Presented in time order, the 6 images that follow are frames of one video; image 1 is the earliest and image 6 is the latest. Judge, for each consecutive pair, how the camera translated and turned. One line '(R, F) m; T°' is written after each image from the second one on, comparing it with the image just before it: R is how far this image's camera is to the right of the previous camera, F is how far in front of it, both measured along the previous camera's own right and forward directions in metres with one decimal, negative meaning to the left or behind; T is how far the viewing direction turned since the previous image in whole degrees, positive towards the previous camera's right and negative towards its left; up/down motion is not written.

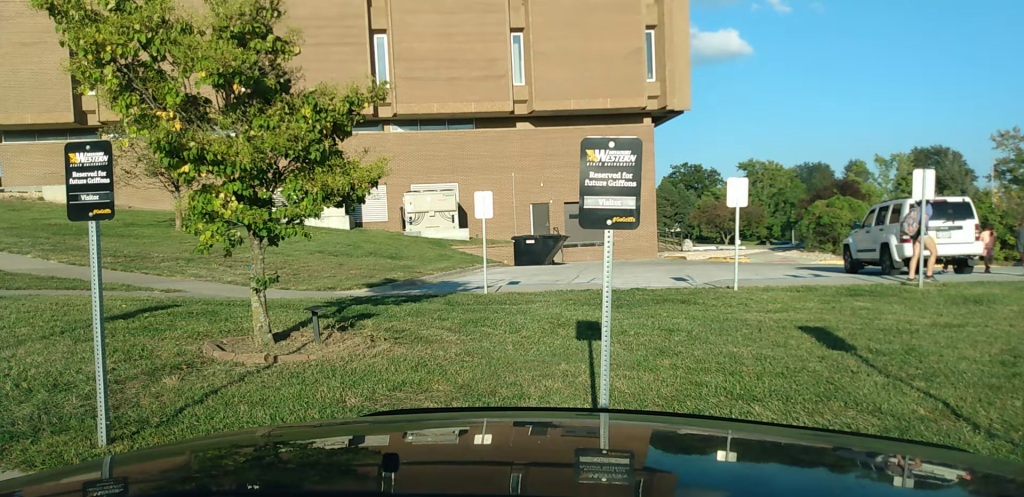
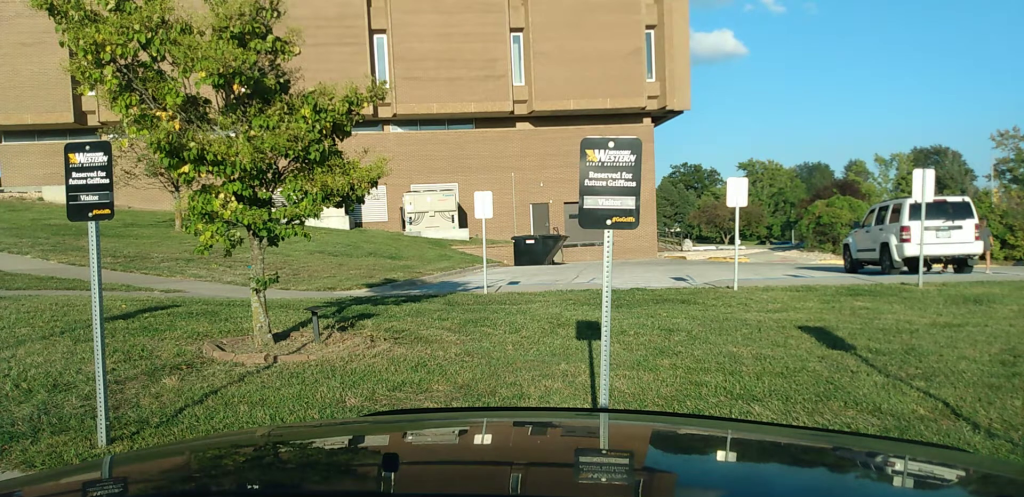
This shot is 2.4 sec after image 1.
(0.0, 0.0) m; 0°
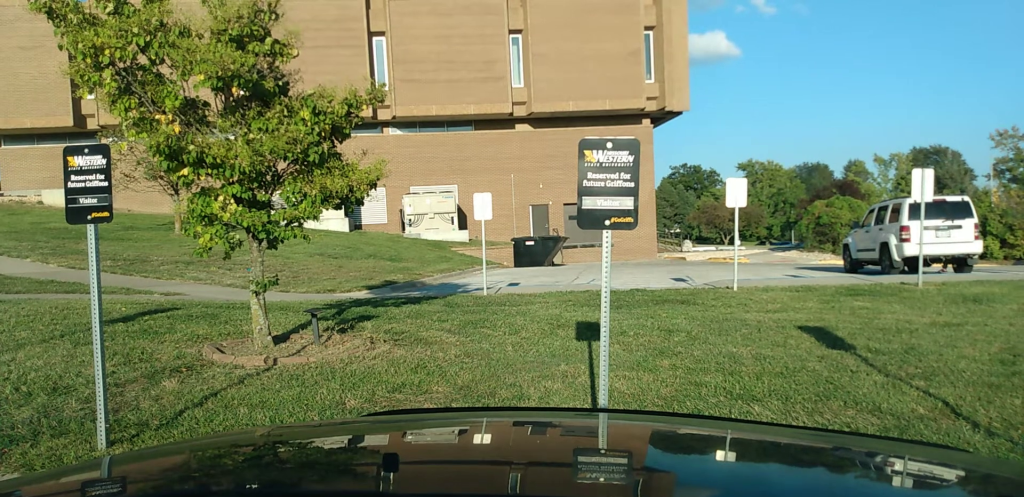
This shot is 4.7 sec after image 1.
(0.0, 0.0) m; 0°
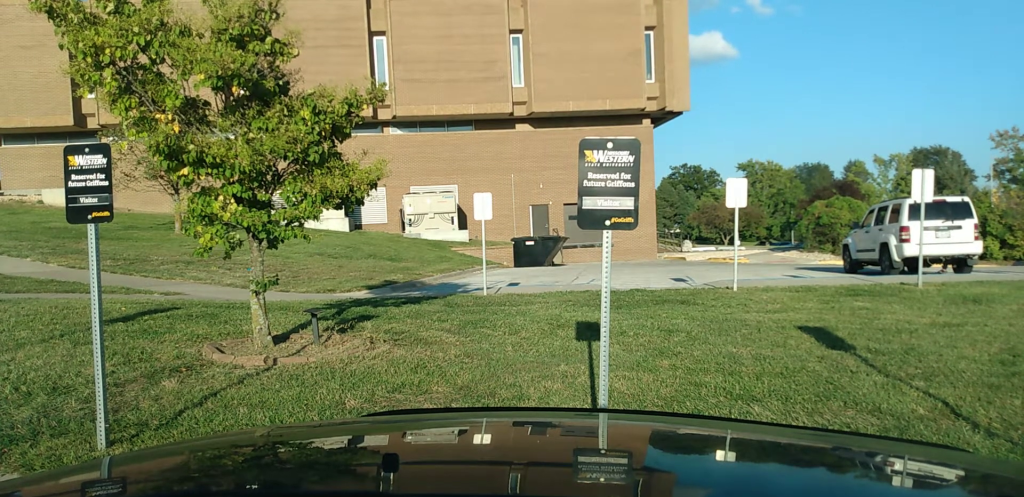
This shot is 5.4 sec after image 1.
(0.0, 0.0) m; 0°
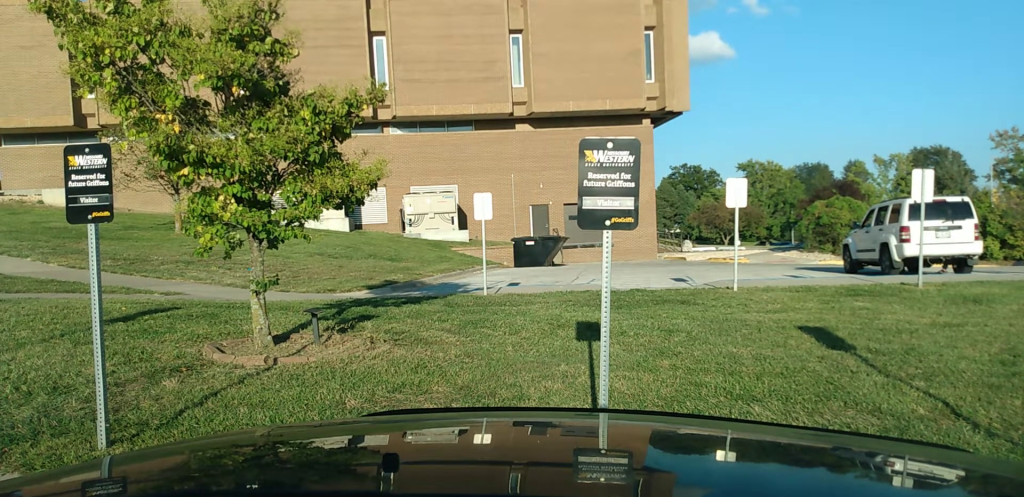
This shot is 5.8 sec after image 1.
(0.0, 0.0) m; 0°
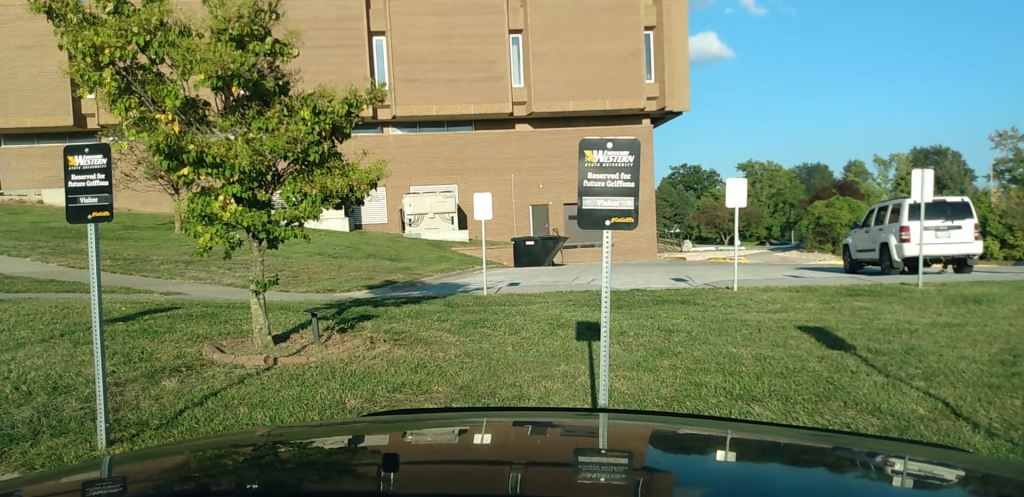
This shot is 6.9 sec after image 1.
(0.0, 0.0) m; 0°
